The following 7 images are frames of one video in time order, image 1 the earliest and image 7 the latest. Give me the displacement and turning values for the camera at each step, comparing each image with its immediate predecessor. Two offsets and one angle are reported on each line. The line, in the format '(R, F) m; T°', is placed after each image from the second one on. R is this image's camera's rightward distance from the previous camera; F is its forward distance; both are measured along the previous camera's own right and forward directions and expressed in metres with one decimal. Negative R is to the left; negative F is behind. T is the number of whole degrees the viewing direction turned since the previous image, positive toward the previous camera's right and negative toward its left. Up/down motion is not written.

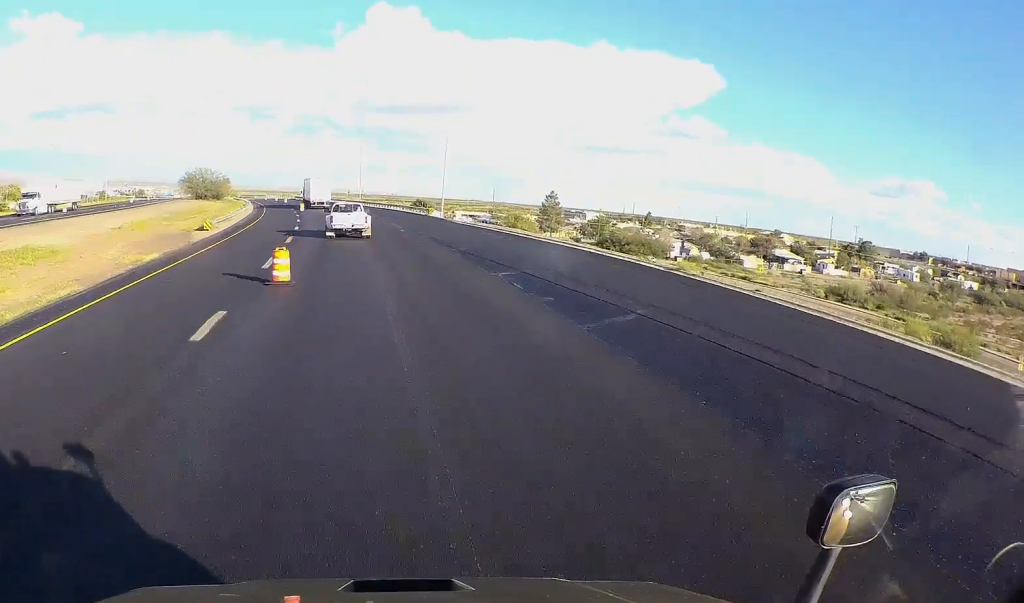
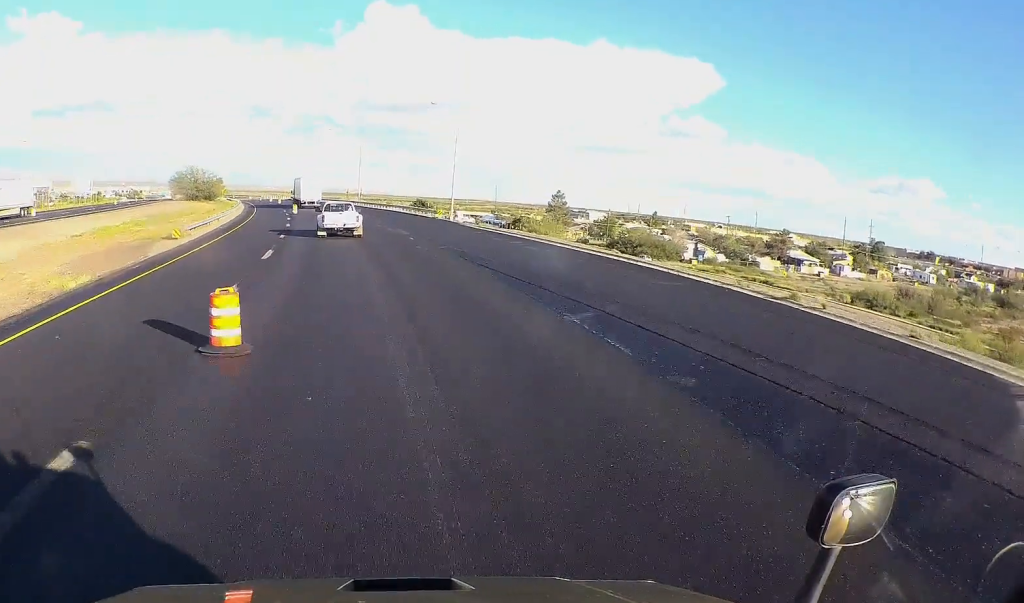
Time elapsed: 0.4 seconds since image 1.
(-0.1, +9.1) m; 0°
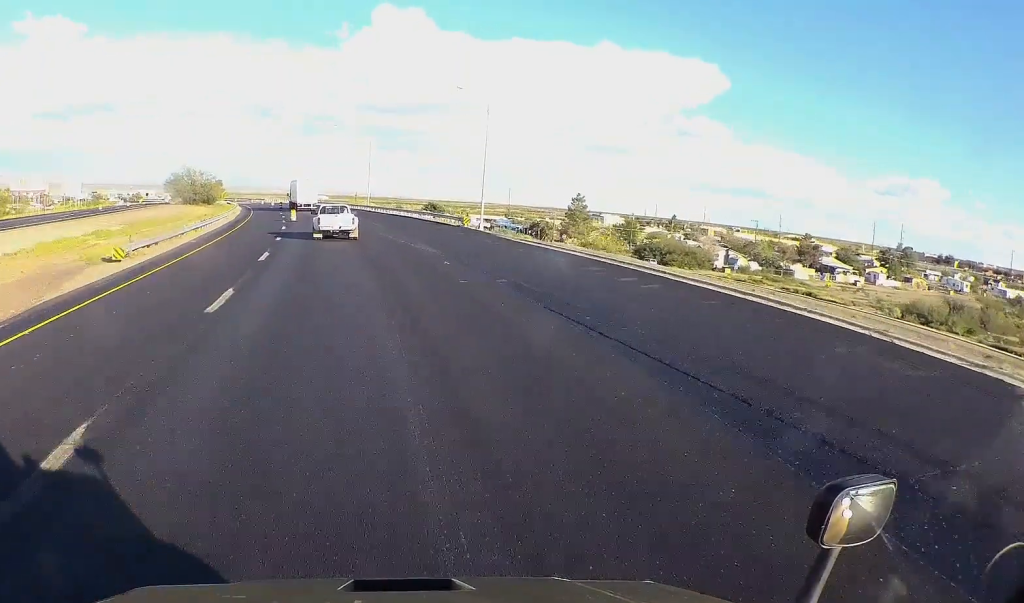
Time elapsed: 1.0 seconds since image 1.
(0.0, +12.6) m; 0°
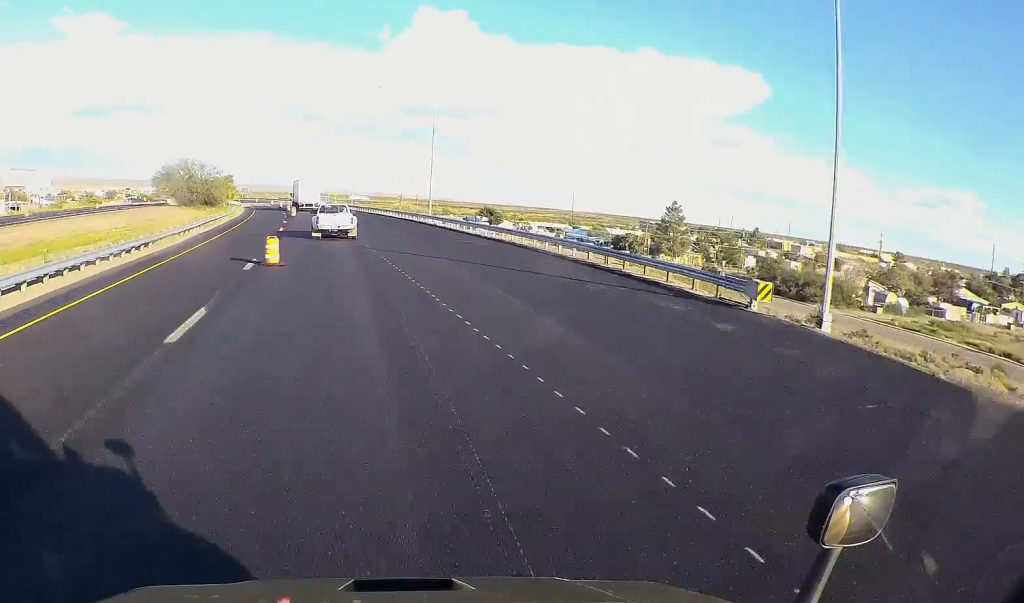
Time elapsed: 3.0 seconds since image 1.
(-0.4, +41.6) m; -2°
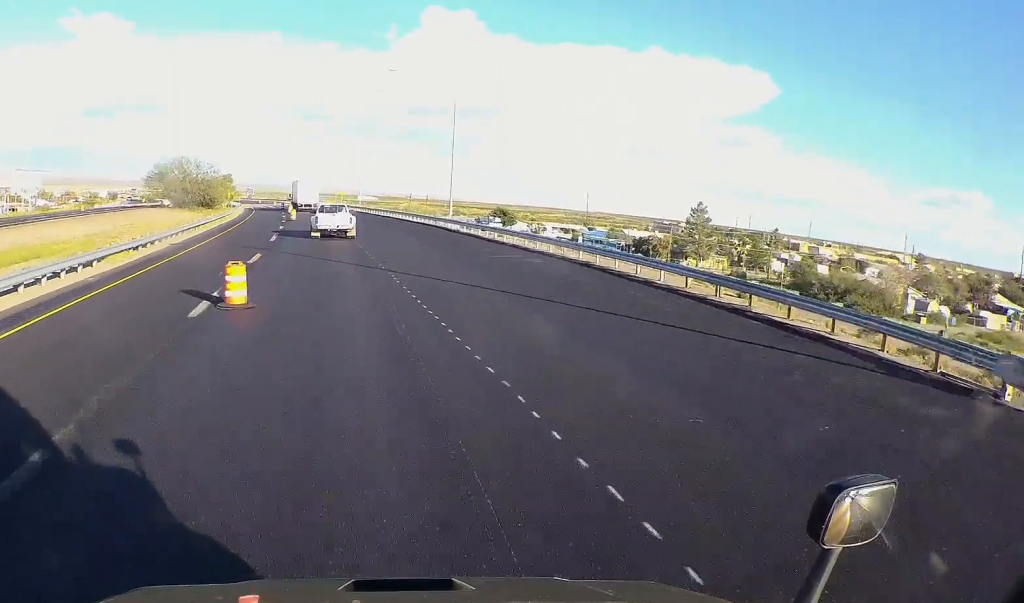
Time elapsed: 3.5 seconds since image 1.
(-0.2, +9.8) m; -1°
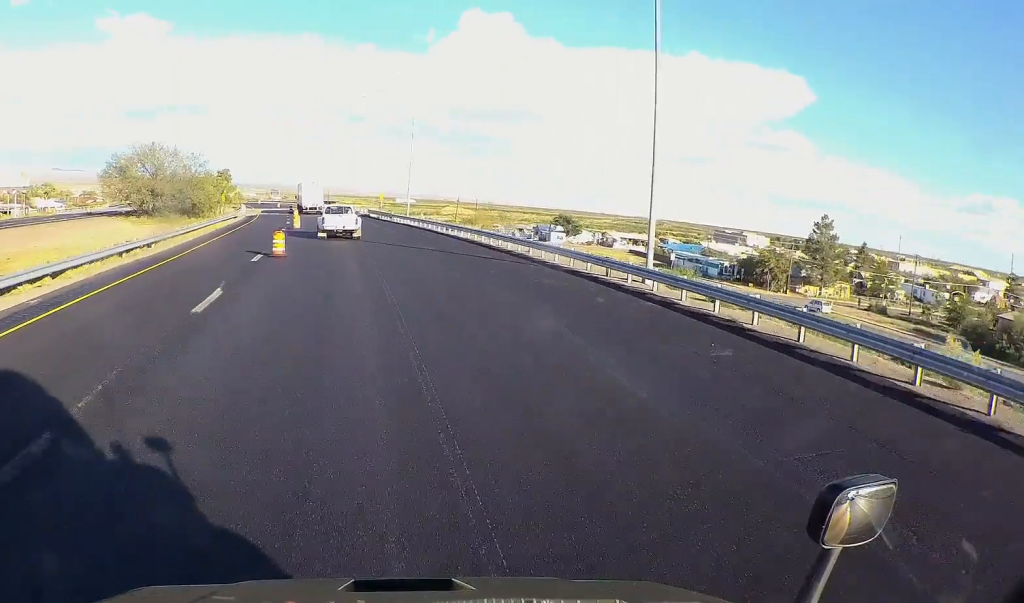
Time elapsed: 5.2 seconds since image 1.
(-0.8, +36.7) m; -2°
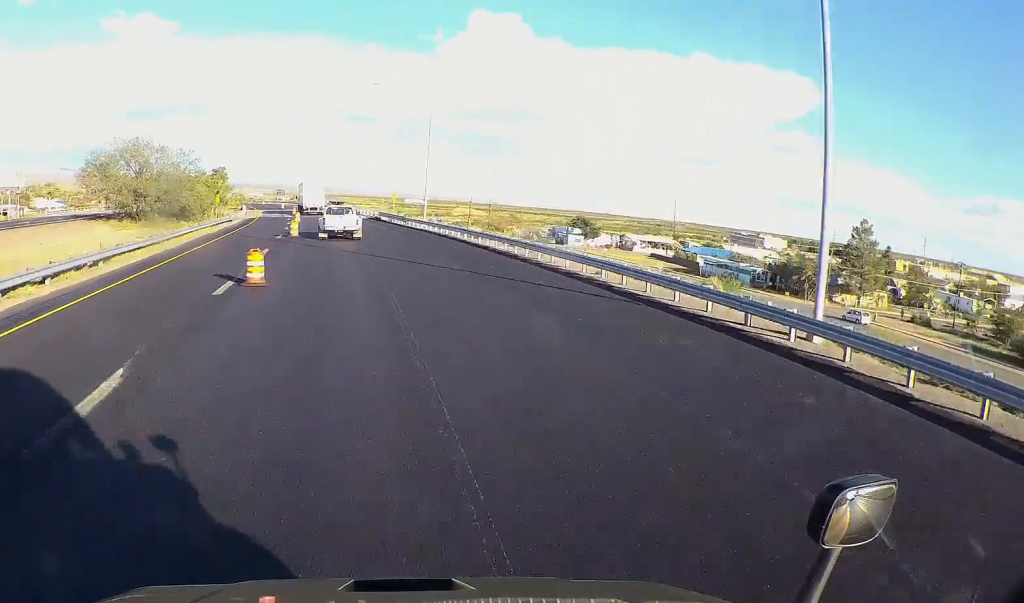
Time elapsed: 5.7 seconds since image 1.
(+0.2, +9.7) m; -1°
